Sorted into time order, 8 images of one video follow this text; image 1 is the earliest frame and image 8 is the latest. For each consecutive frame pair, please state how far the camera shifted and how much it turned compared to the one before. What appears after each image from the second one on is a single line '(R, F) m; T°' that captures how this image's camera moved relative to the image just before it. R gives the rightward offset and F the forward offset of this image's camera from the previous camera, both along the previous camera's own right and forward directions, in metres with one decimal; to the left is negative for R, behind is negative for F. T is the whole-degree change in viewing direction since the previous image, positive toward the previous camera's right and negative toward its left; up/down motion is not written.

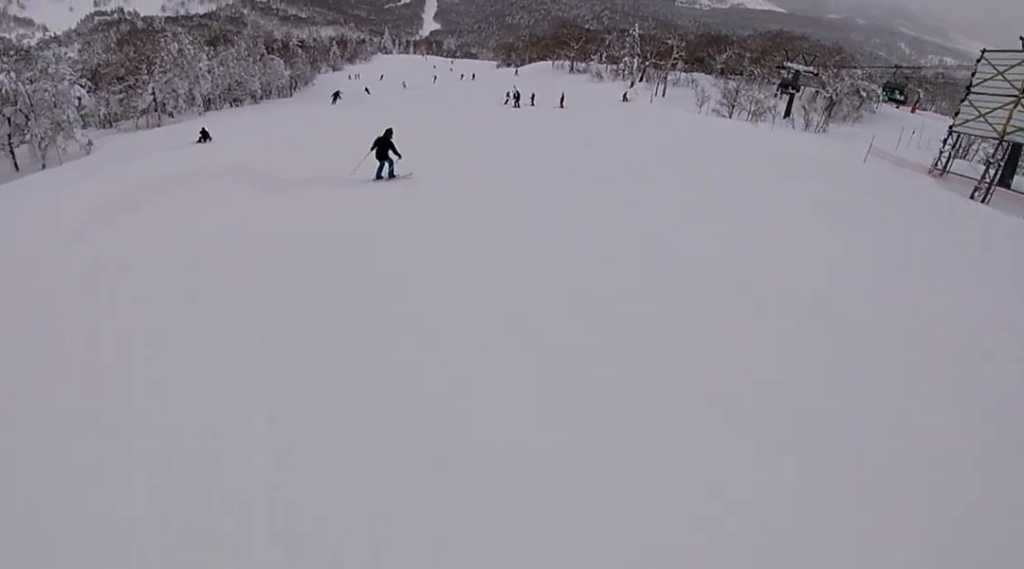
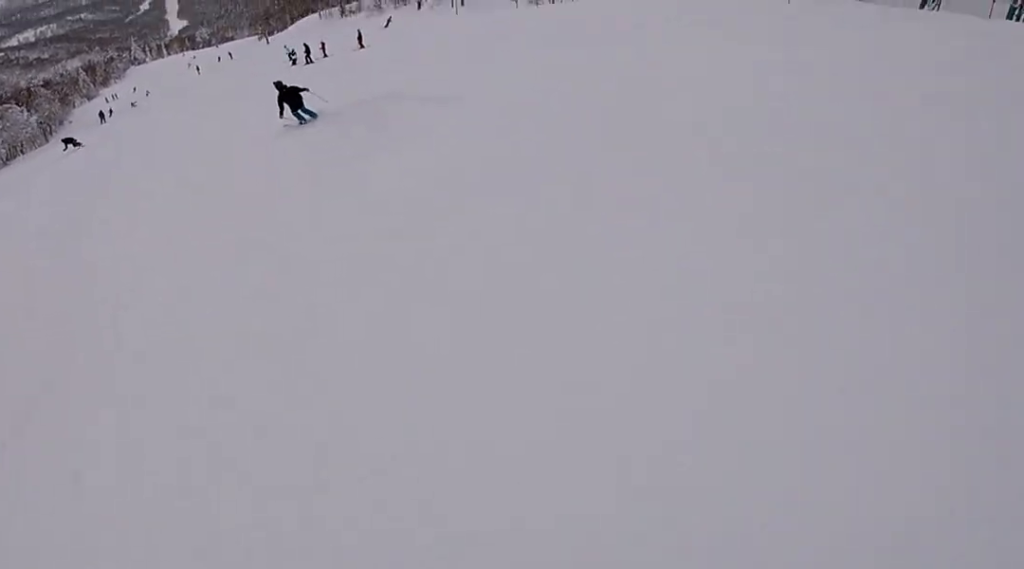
(+0.9, +12.6) m; +12°
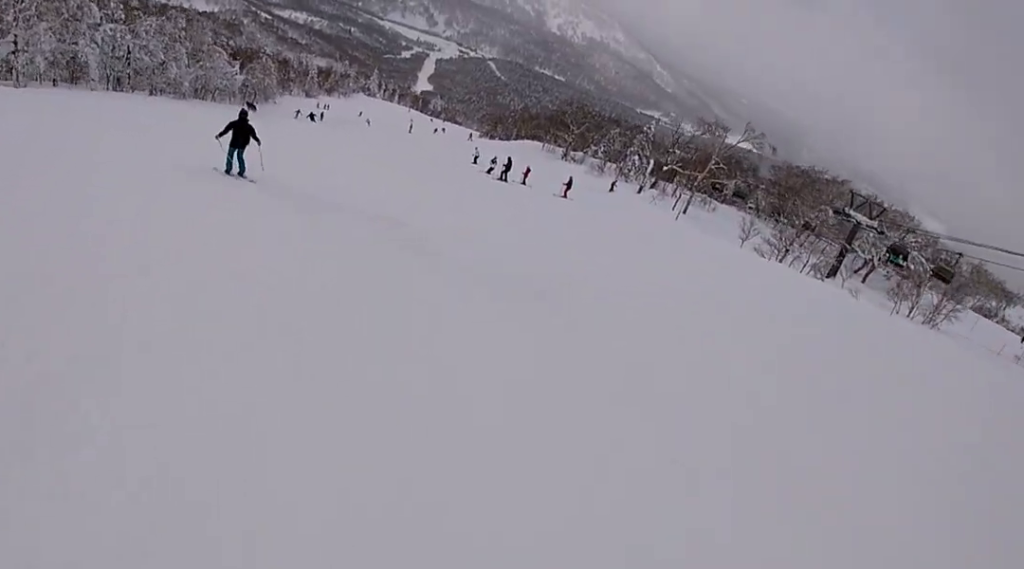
(+1.1, +8.4) m; -2°
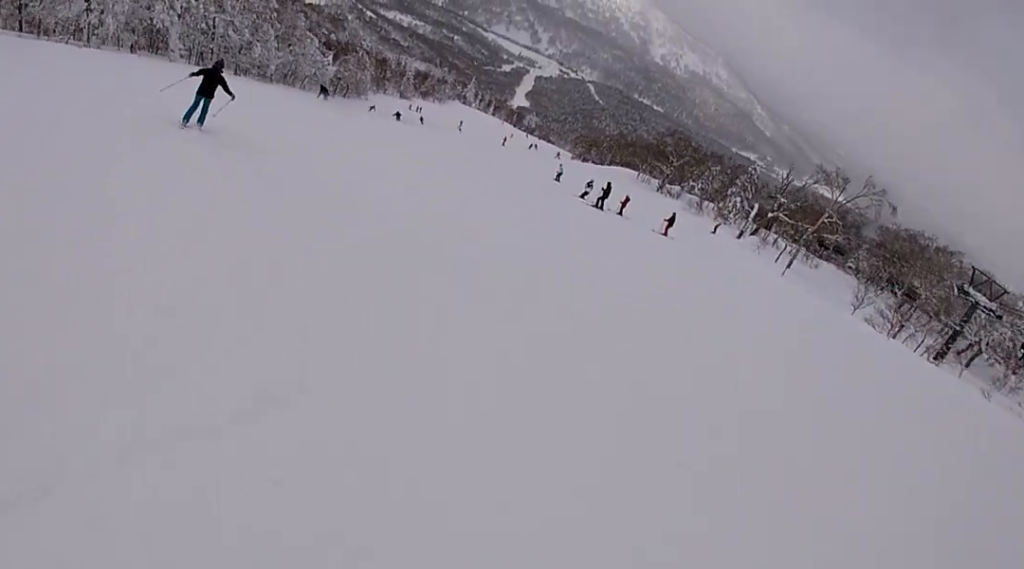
(-0.6, +4.4) m; -7°
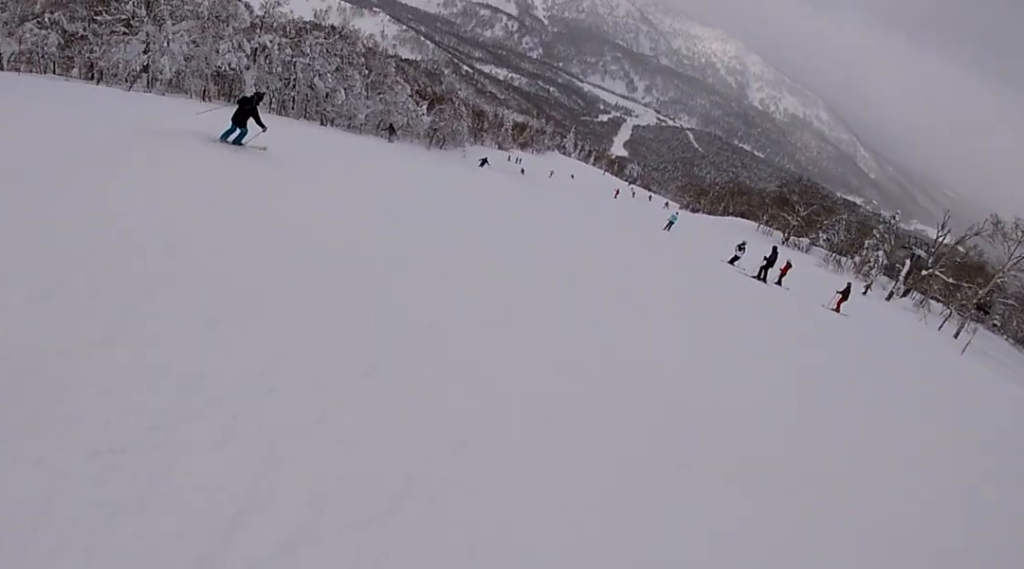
(-0.7, +7.1) m; -10°
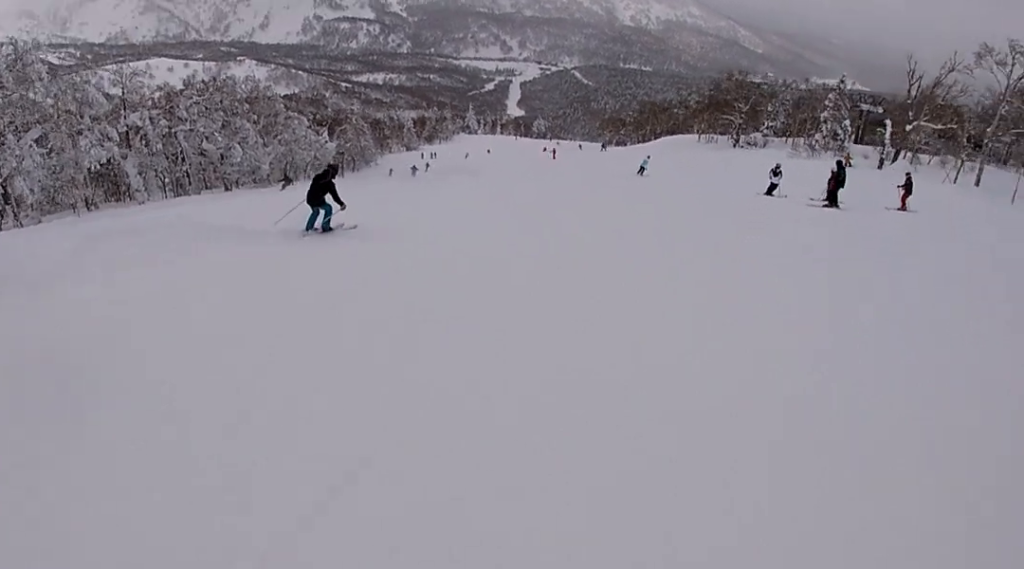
(-0.7, +7.7) m; -5°
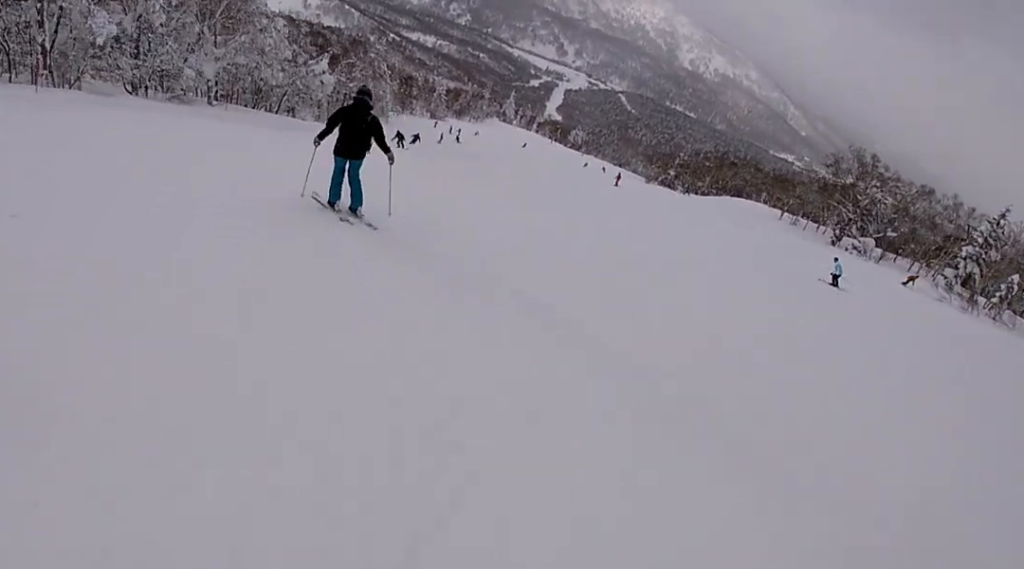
(+4.4, +22.2) m; +5°
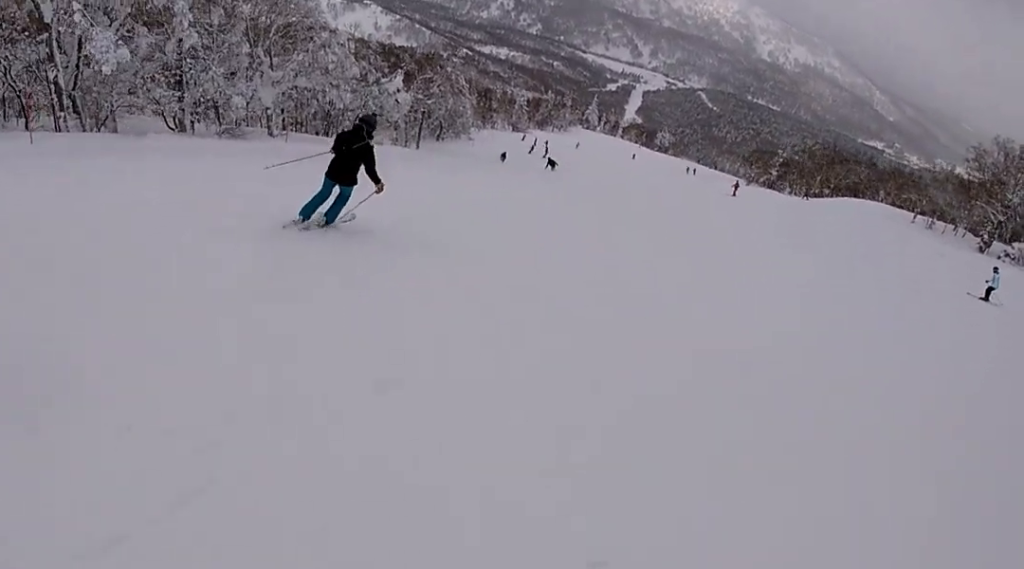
(-1.4, +7.6) m; -5°
